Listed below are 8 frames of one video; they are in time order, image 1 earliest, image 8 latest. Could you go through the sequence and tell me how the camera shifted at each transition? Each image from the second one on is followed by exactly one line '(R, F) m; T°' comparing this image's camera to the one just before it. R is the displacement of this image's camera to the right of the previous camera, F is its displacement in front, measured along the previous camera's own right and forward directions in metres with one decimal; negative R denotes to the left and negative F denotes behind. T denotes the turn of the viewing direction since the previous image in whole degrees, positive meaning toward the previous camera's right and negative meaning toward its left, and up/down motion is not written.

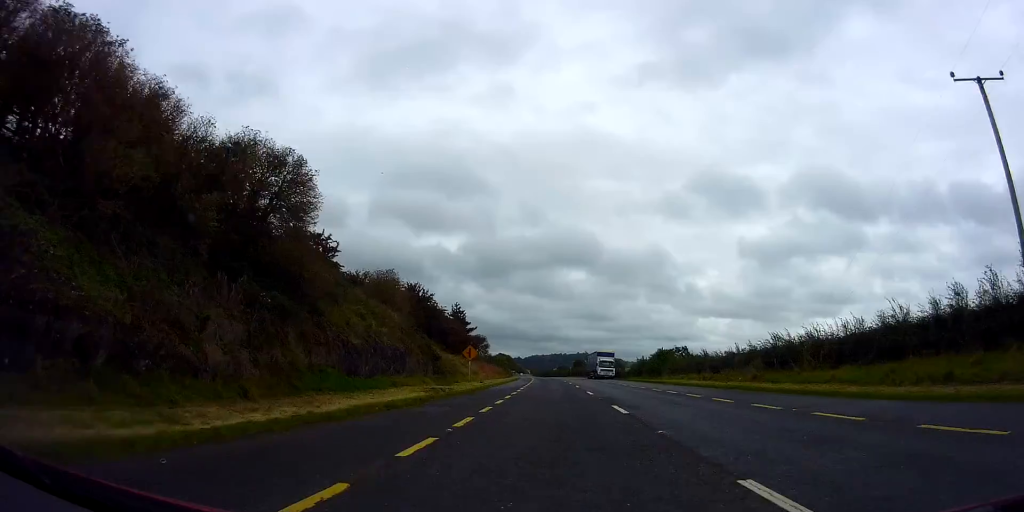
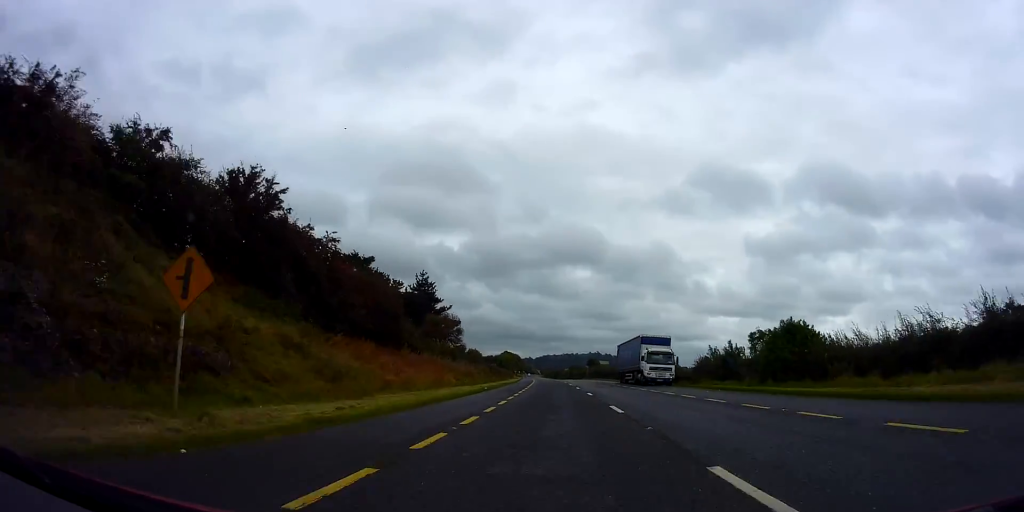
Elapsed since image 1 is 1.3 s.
(-0.6, +34.8) m; -2°
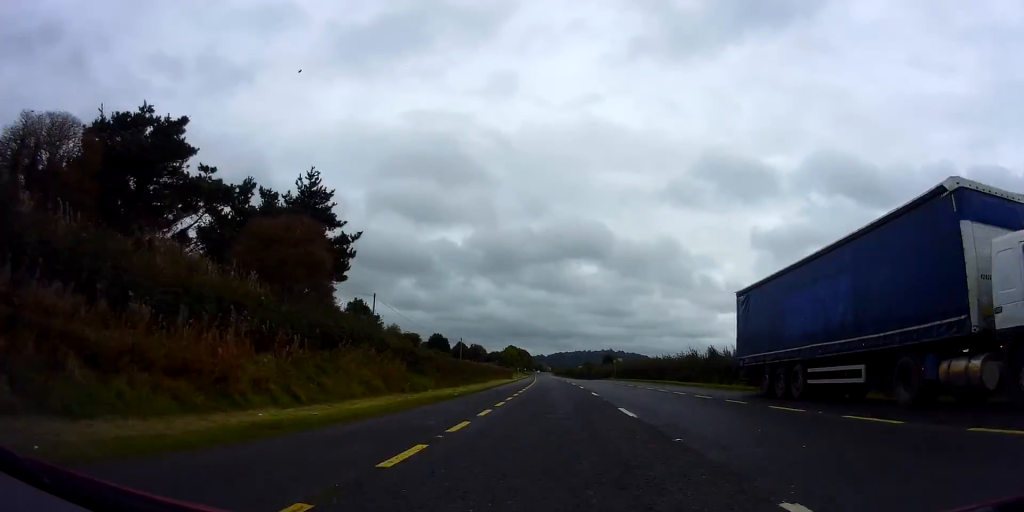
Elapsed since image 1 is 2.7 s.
(-0.8, +37.8) m; -1°
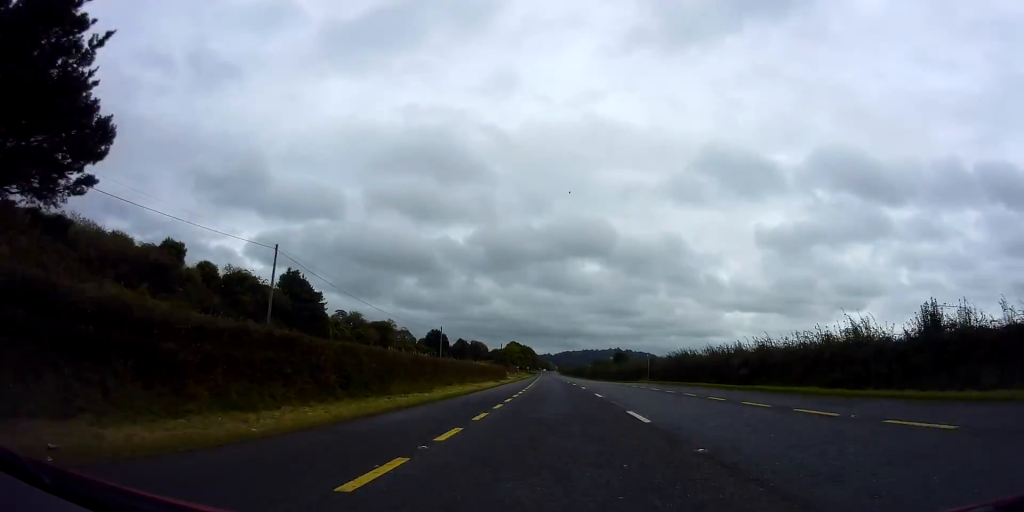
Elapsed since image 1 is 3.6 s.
(+0.3, +25.4) m; 0°
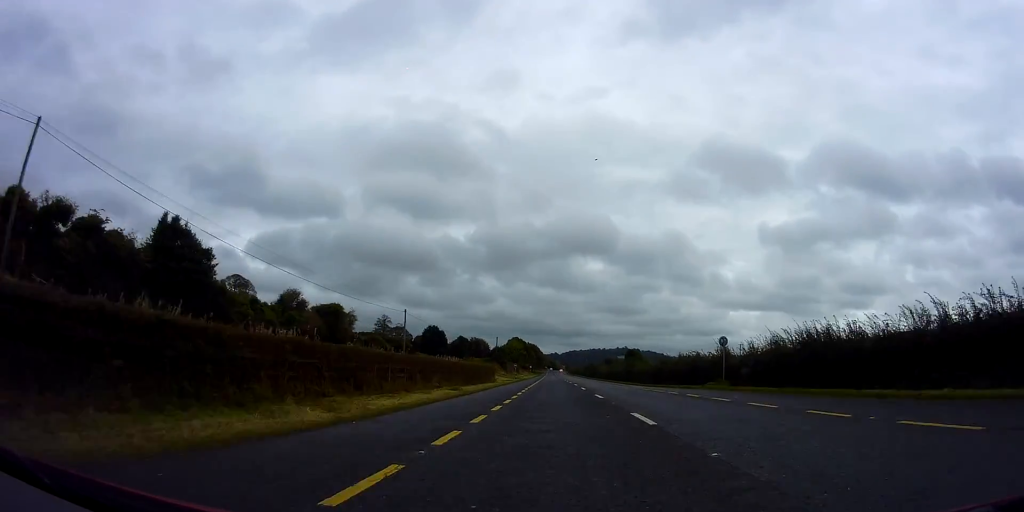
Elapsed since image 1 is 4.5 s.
(-0.3, +24.5) m; -1°
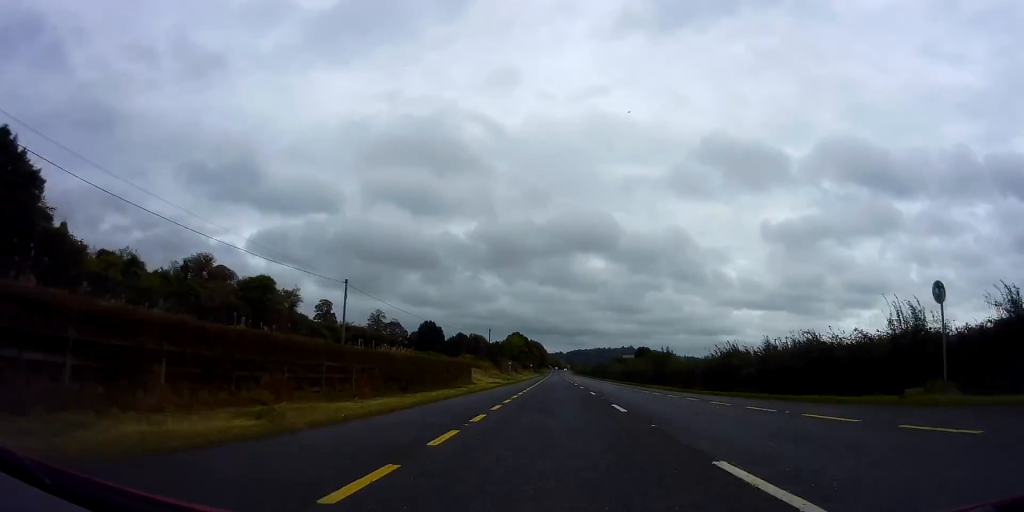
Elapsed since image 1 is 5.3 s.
(0.0, +19.9) m; -1°
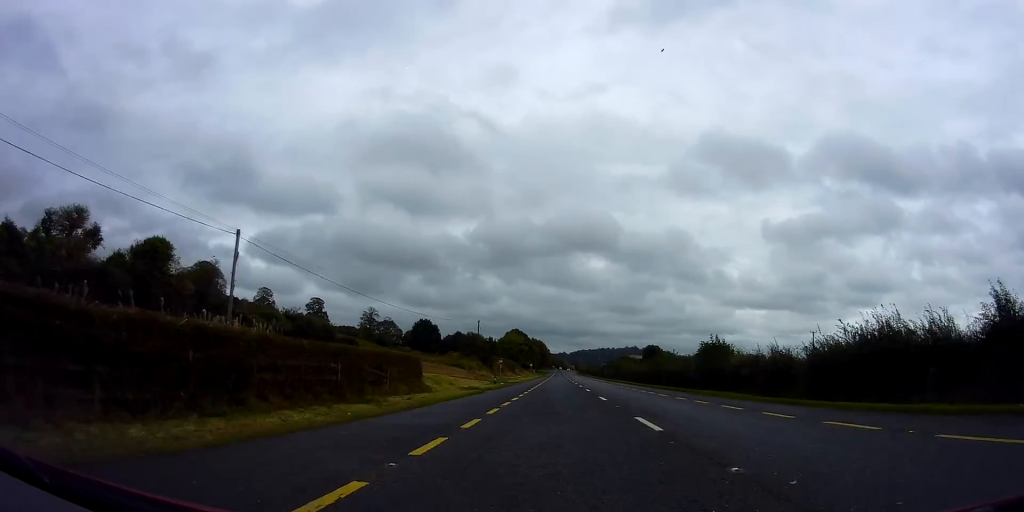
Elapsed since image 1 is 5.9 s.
(-0.1, +17.3) m; -1°
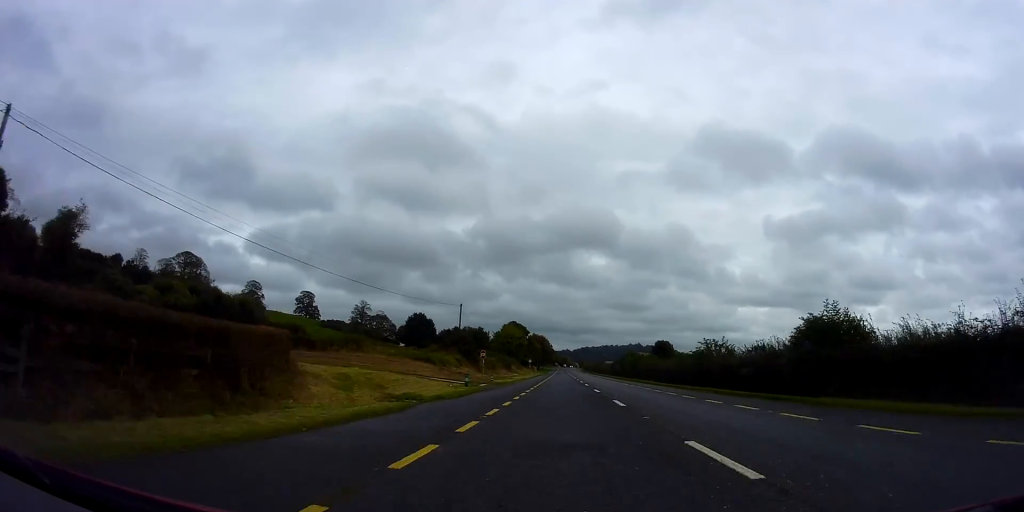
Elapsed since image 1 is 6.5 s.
(-0.3, +17.3) m; -1°
